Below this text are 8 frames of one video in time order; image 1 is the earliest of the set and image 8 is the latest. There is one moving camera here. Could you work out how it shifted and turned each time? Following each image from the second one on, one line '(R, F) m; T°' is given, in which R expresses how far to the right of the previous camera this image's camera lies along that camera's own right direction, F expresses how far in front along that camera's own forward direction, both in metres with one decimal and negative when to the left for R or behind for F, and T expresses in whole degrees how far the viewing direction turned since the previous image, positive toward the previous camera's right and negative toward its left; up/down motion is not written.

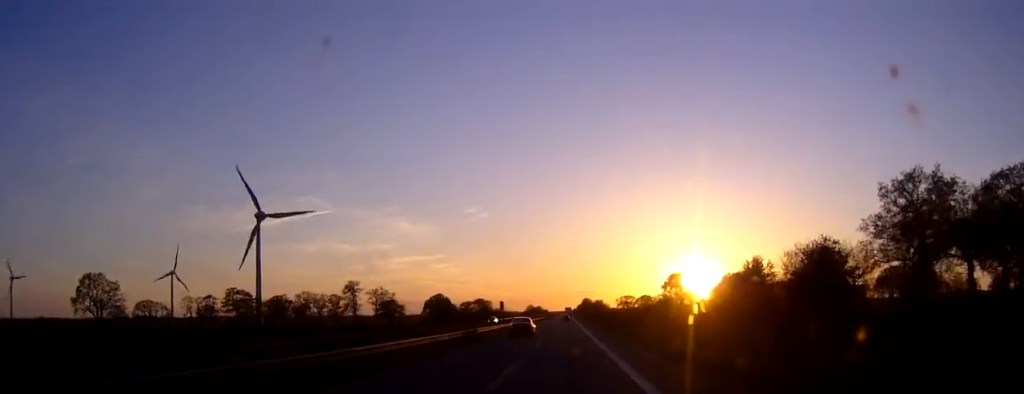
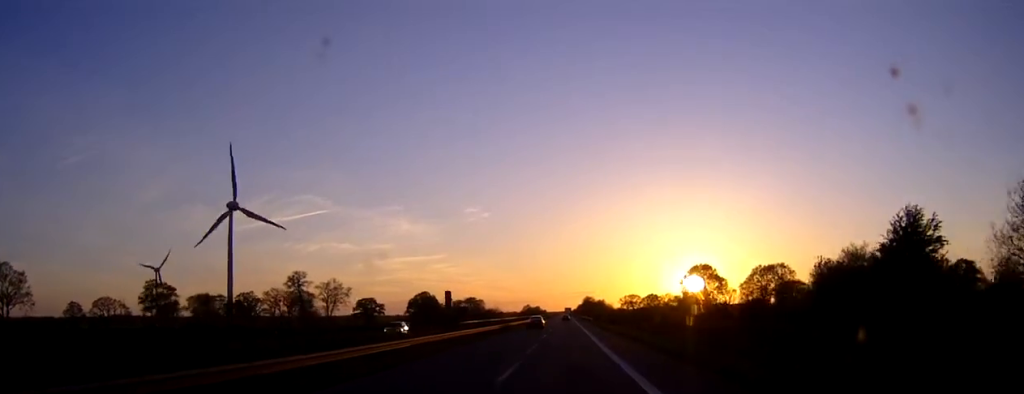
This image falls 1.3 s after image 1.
(0.0, +37.5) m; 0°
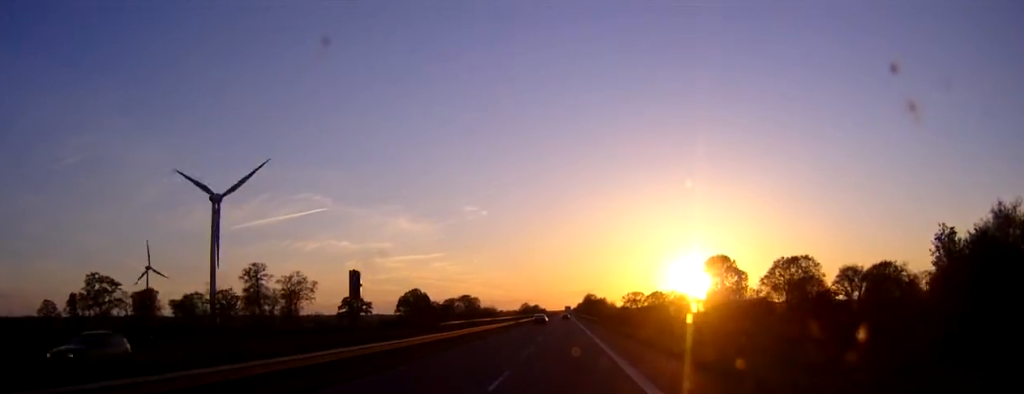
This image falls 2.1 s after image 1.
(0.0, +20.6) m; 0°
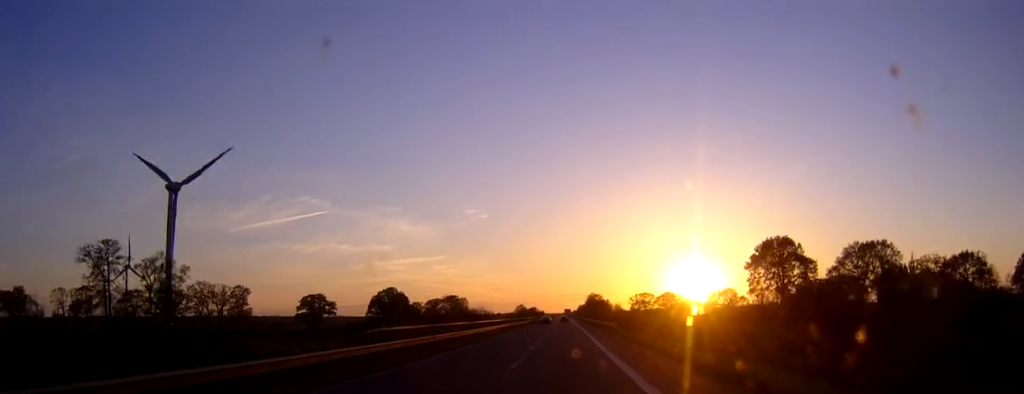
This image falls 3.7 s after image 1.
(+0.1, +45.6) m; 0°
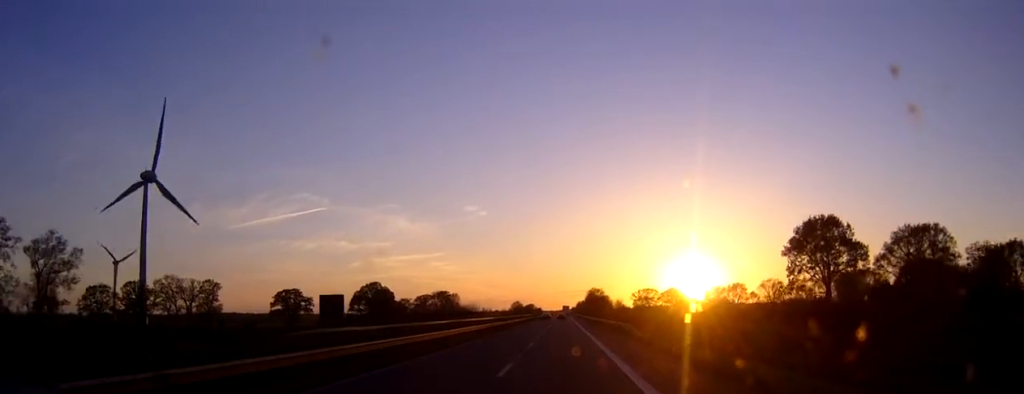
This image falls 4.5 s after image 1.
(0.0, +21.4) m; 0°
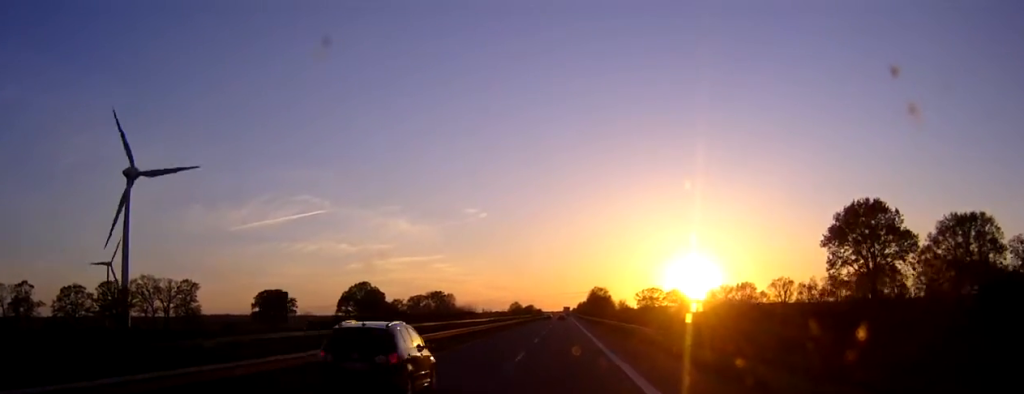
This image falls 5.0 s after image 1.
(0.0, +14.9) m; 0°
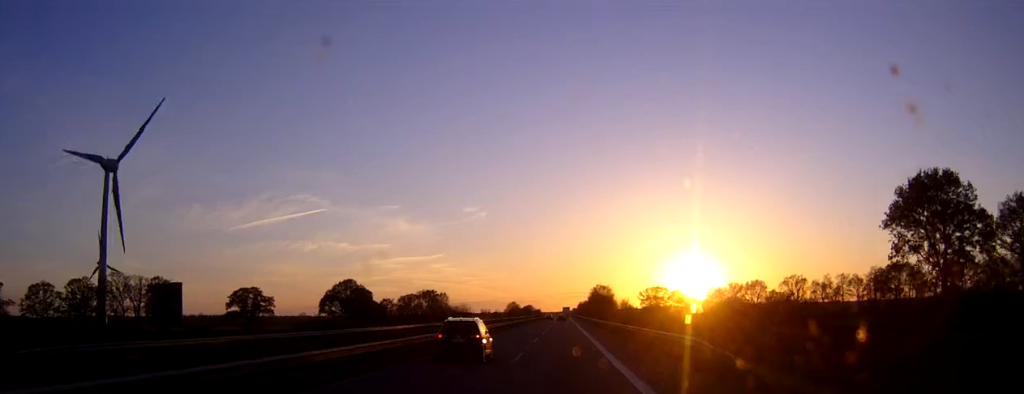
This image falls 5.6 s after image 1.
(0.0, +16.7) m; 0°
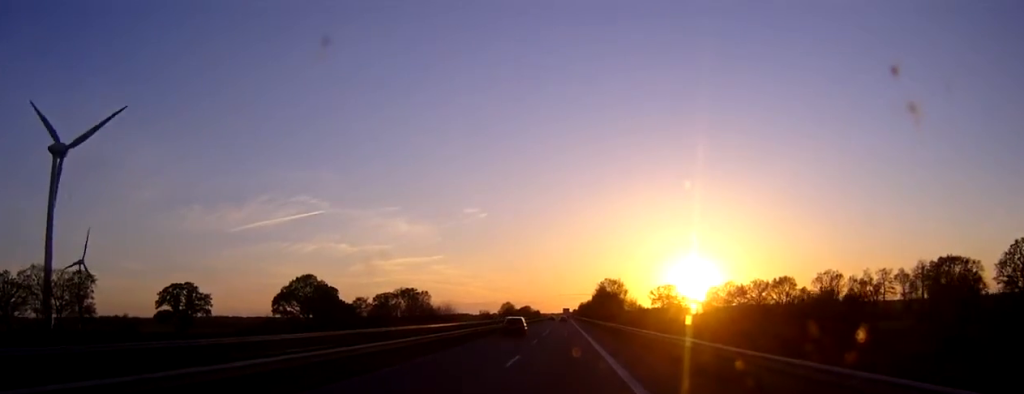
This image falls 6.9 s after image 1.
(0.0, +37.1) m; 0°
